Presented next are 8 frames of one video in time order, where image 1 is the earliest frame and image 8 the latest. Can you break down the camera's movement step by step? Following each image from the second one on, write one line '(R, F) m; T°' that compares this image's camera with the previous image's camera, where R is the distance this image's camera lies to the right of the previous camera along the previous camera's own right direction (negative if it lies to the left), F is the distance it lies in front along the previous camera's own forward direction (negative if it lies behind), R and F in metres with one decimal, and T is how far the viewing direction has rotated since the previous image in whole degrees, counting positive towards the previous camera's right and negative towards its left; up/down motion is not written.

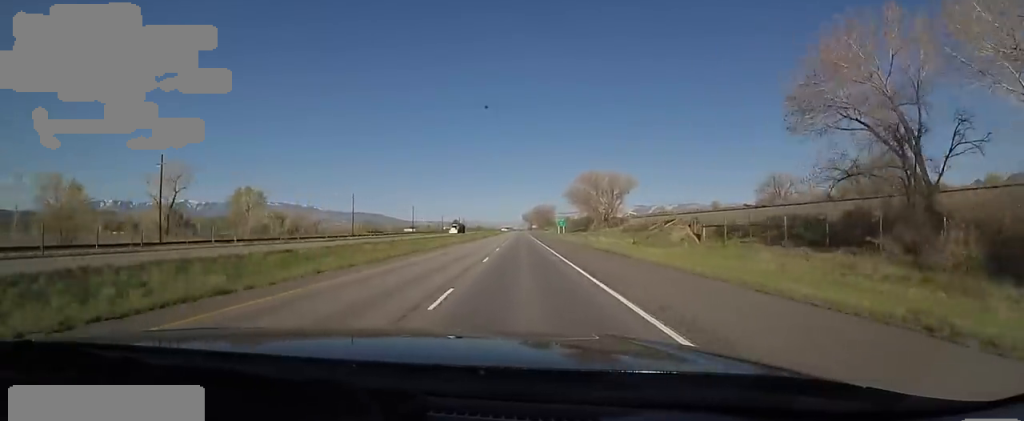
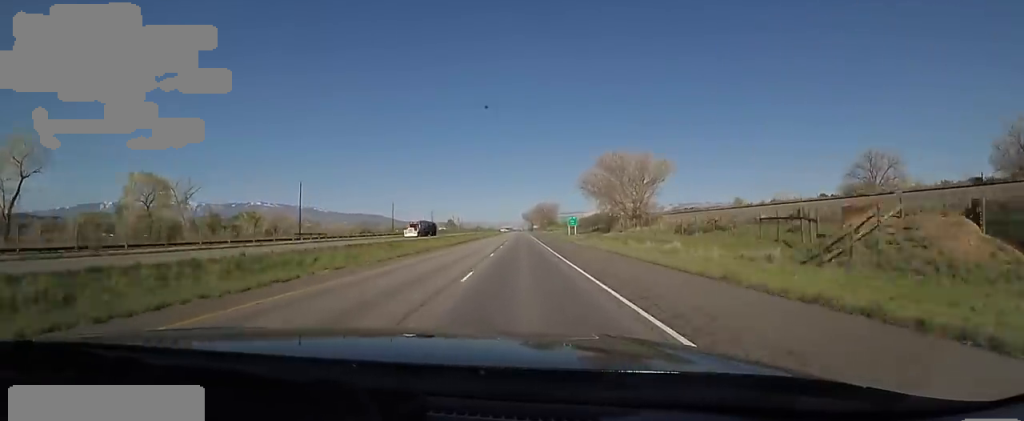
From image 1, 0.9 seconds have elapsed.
(+0.7, +31.4) m; +1°
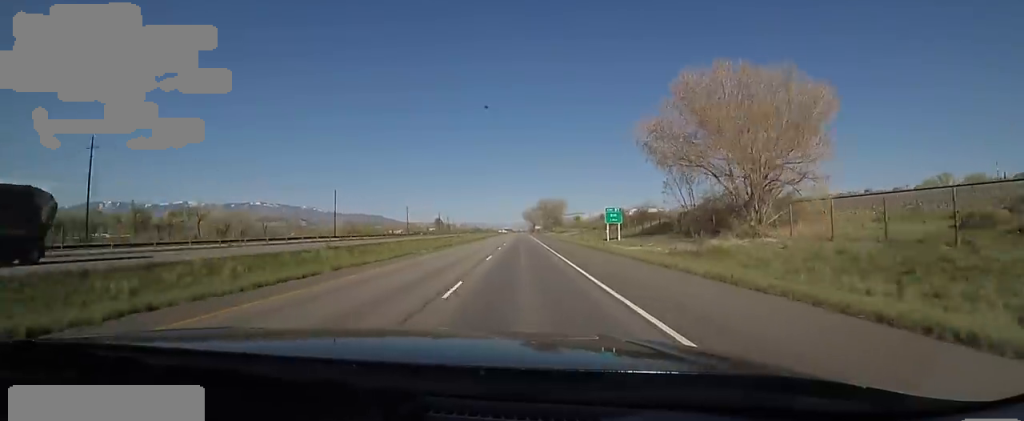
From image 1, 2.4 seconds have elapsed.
(-0.6, +52.2) m; -3°
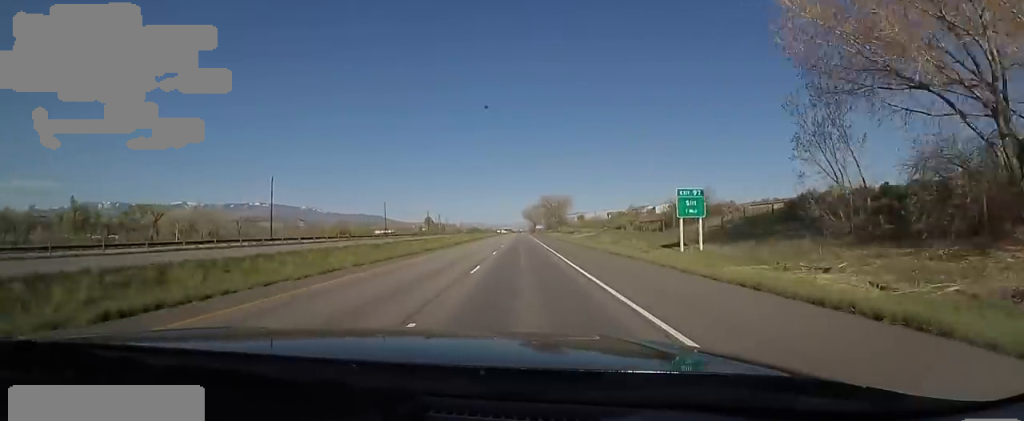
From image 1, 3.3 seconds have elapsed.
(-0.2, +29.9) m; +2°
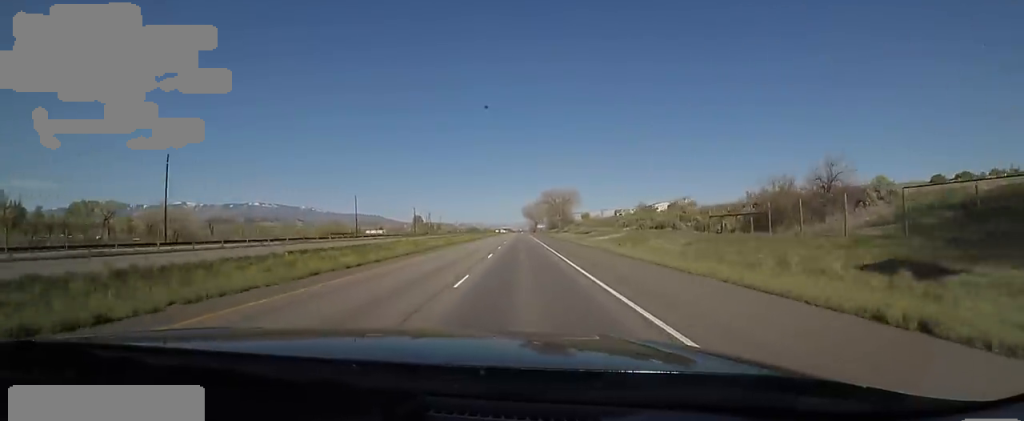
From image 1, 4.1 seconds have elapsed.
(+1.0, +27.5) m; +1°
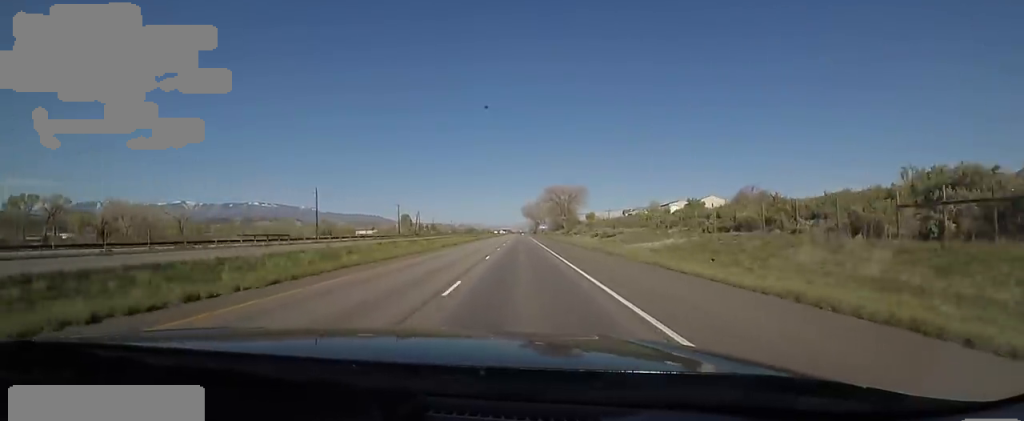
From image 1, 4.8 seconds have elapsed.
(0.0, +25.3) m; -1°
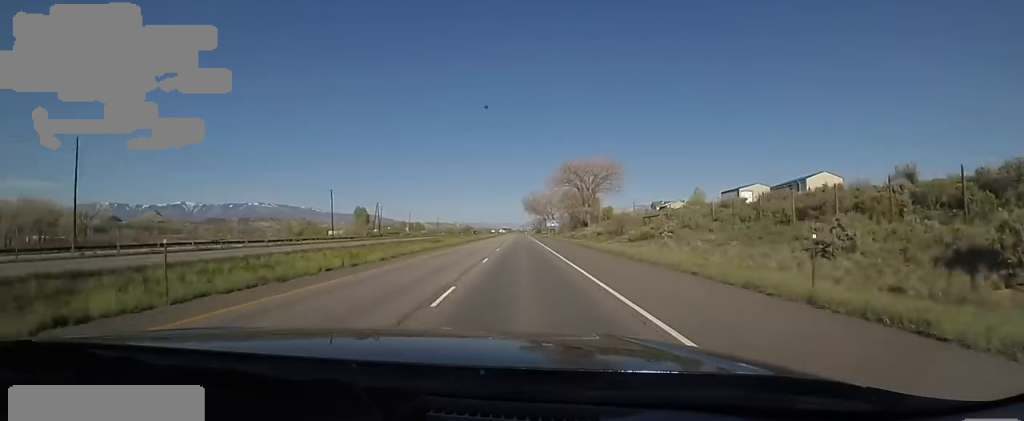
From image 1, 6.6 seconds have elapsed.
(-1.2, +63.3) m; +1°
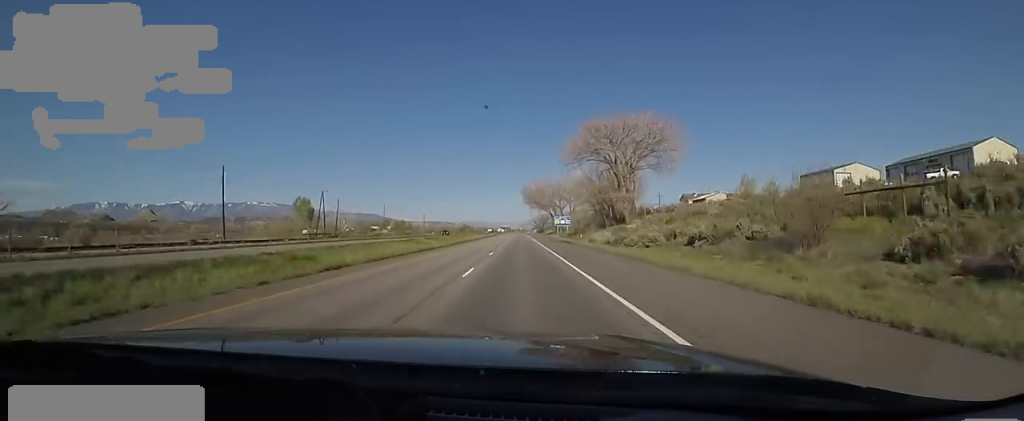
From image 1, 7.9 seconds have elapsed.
(+0.6, +42.7) m; -1°
